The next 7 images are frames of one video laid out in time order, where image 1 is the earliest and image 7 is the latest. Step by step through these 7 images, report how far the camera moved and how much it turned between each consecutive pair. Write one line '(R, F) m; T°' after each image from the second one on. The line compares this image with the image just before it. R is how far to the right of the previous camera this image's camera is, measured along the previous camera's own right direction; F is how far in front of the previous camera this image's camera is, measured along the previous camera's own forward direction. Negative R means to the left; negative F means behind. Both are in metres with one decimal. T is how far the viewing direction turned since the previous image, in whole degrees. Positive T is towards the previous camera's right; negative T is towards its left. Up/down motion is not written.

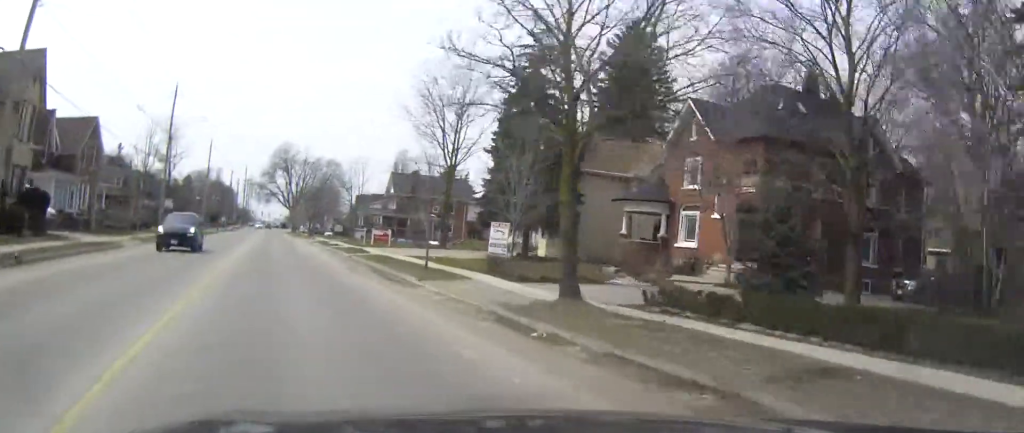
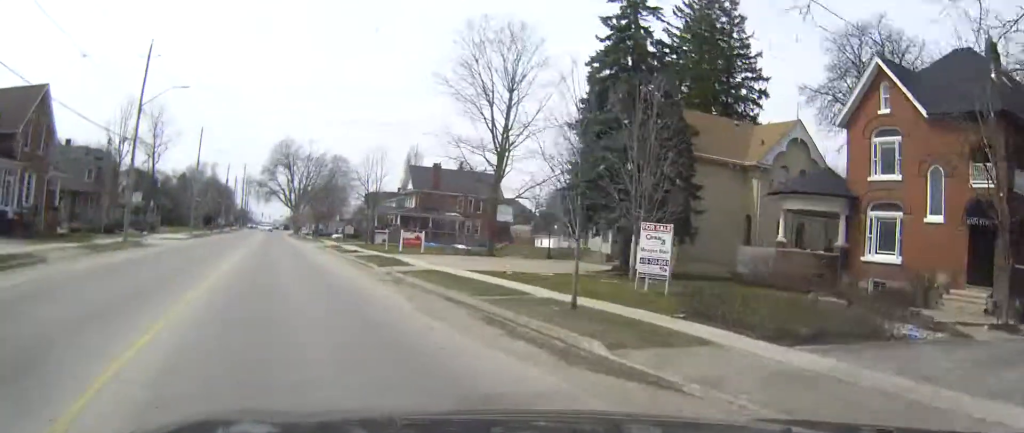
(0.0, +14.1) m; 0°
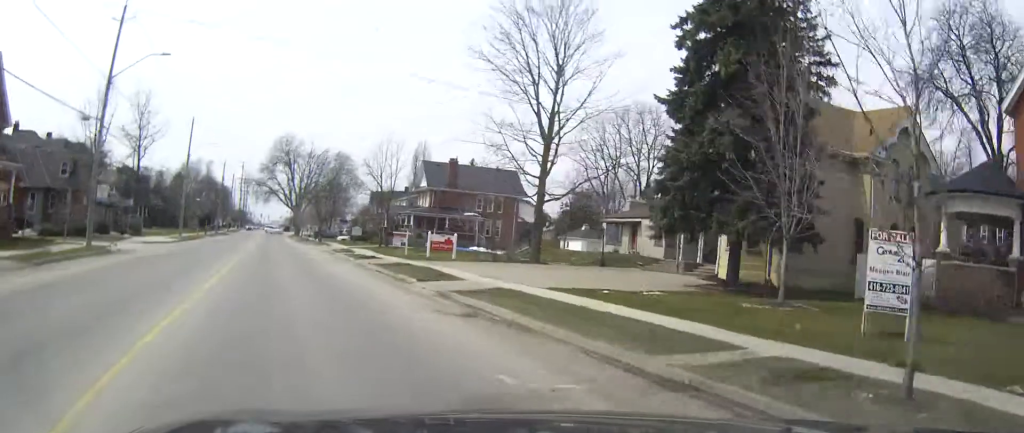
(0.0, +8.9) m; 0°
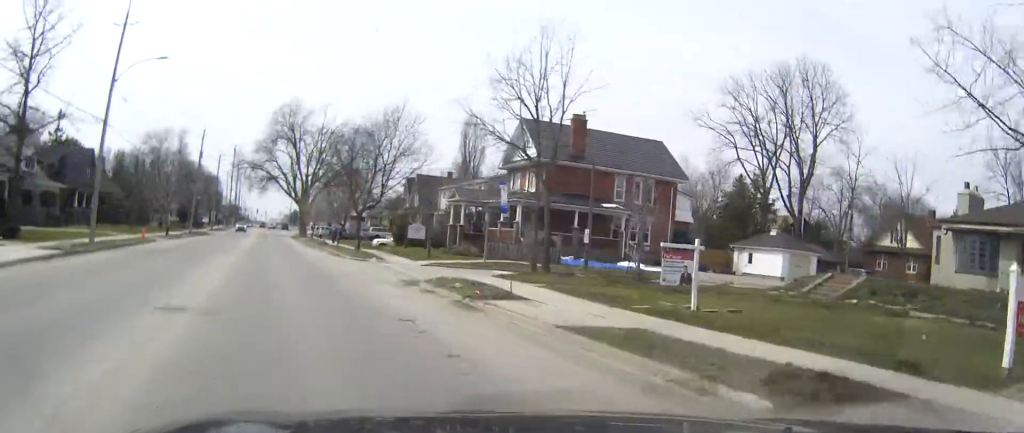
(+0.3, +37.9) m; +1°
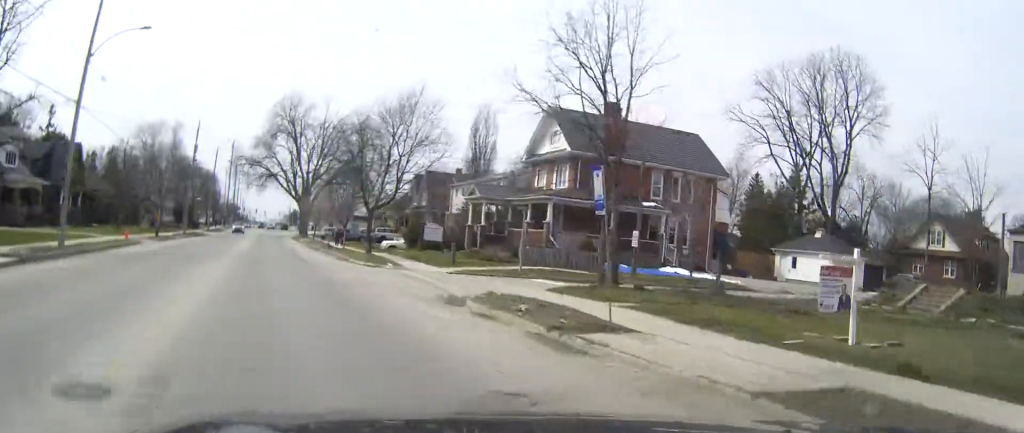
(0.0, +5.9) m; 0°
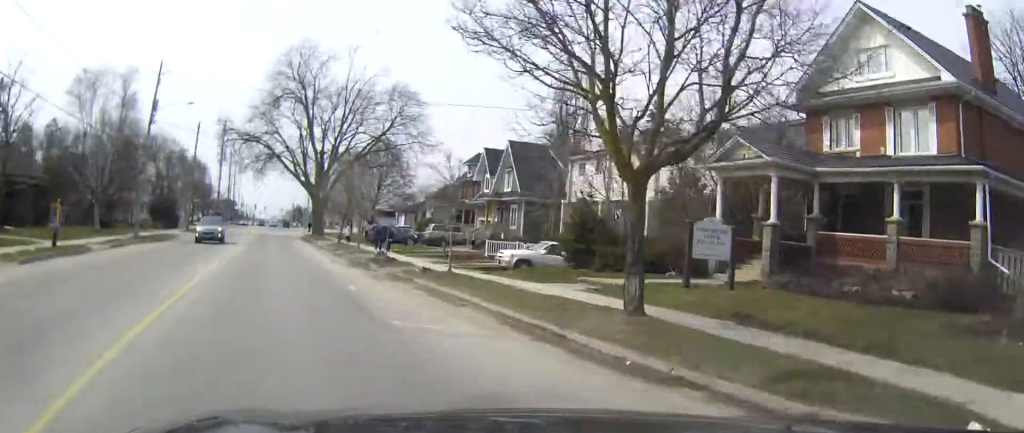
(0.0, +29.4) m; 0°
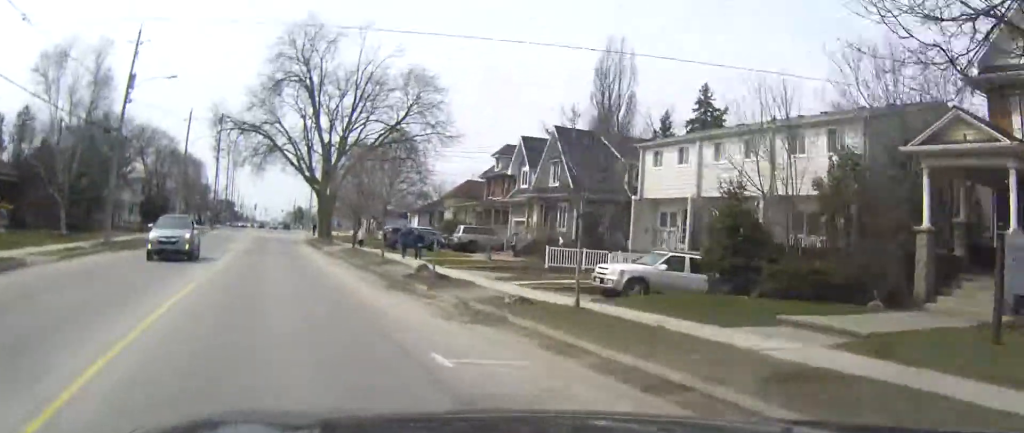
(0.0, +9.0) m; 0°
